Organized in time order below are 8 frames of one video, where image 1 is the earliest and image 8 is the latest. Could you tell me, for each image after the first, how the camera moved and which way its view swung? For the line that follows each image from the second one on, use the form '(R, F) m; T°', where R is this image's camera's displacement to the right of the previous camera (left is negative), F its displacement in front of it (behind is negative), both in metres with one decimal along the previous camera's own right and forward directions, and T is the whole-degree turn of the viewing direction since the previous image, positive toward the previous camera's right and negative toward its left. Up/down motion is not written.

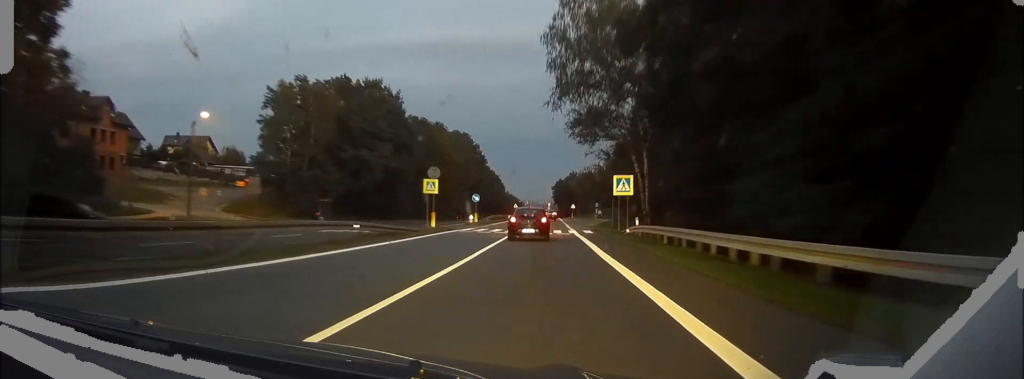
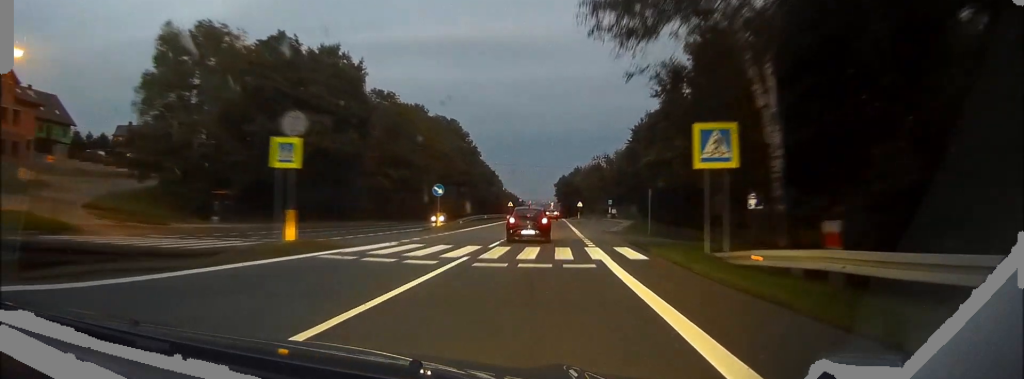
(-0.2, +24.6) m; 0°
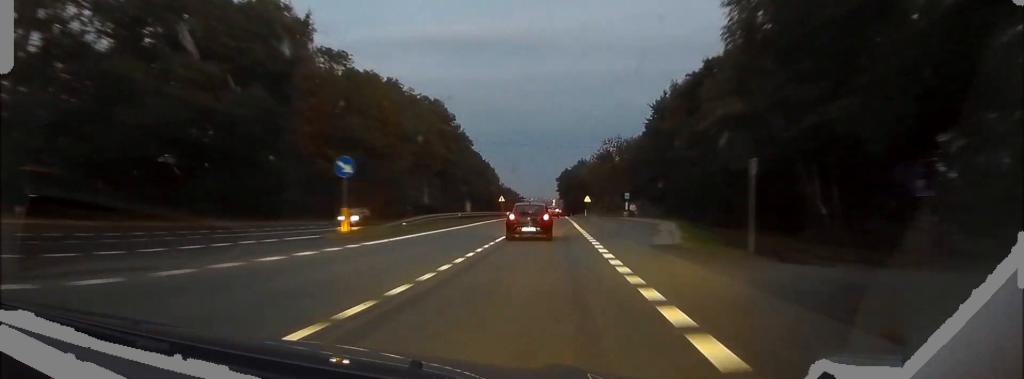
(0.0, +21.9) m; 0°
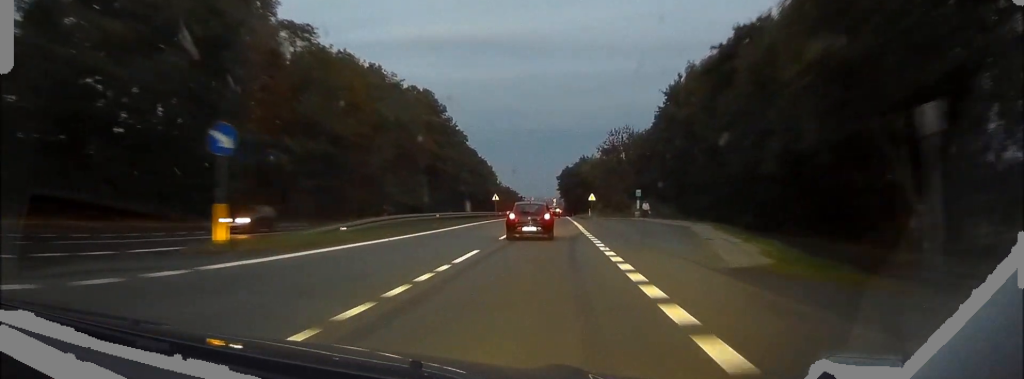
(+0.1, +10.5) m; 0°
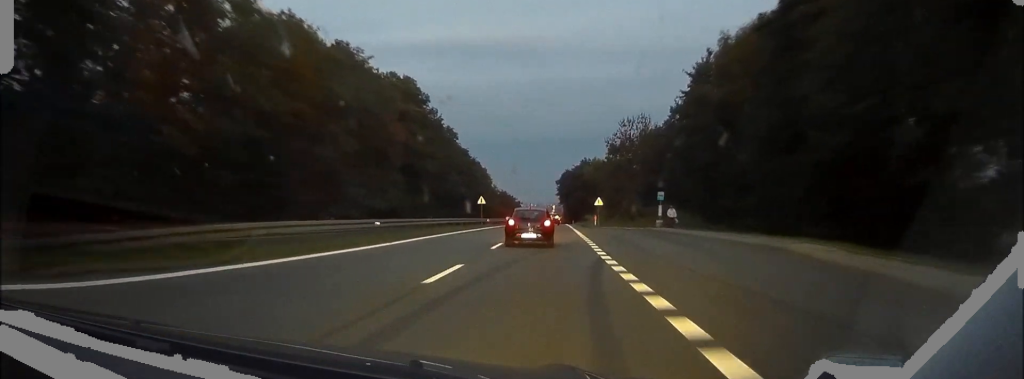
(-0.1, +15.1) m; 0°
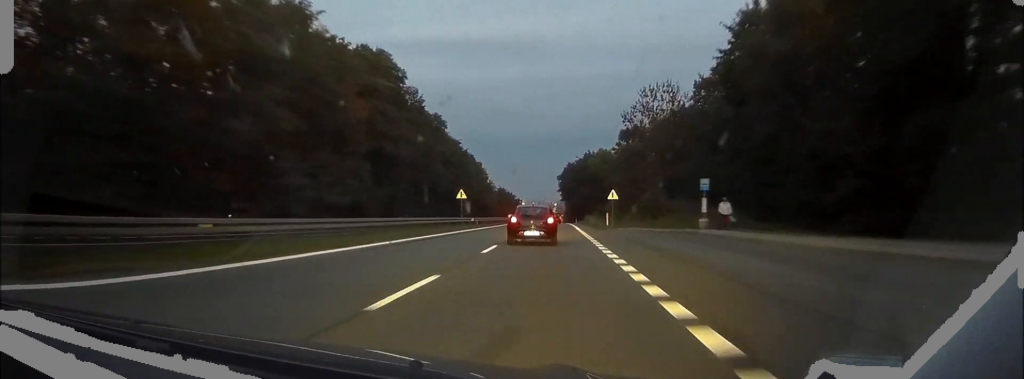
(0.0, +15.7) m; 0°
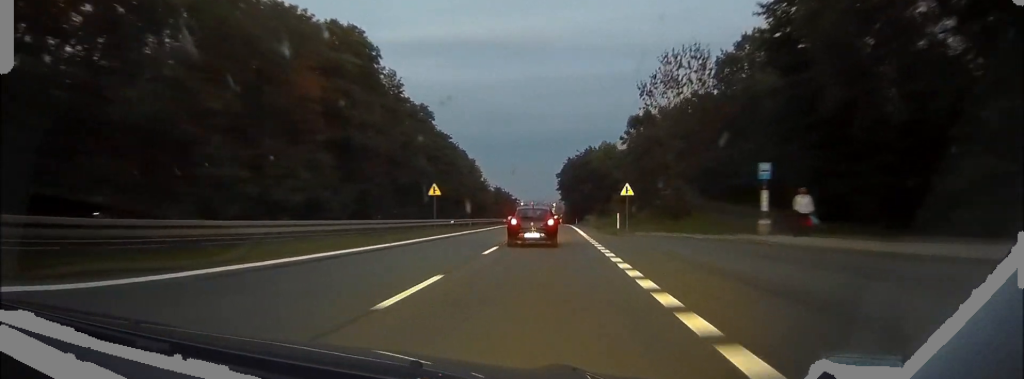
(0.0, +11.7) m; 0°
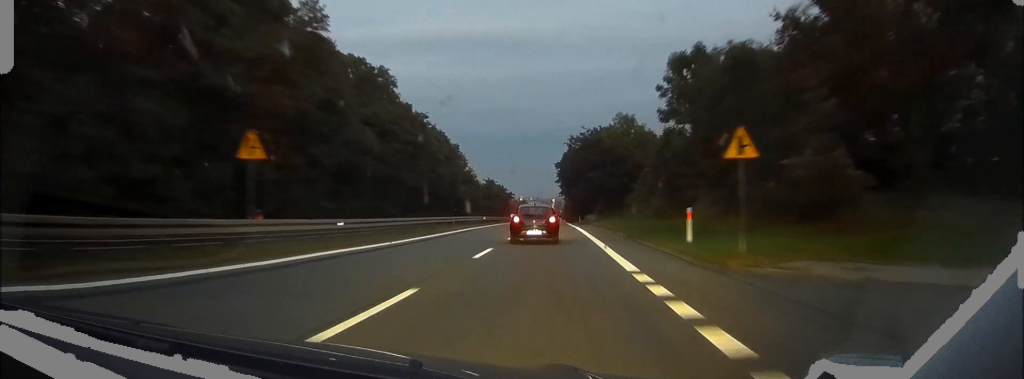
(+0.1, +26.7) m; 0°
